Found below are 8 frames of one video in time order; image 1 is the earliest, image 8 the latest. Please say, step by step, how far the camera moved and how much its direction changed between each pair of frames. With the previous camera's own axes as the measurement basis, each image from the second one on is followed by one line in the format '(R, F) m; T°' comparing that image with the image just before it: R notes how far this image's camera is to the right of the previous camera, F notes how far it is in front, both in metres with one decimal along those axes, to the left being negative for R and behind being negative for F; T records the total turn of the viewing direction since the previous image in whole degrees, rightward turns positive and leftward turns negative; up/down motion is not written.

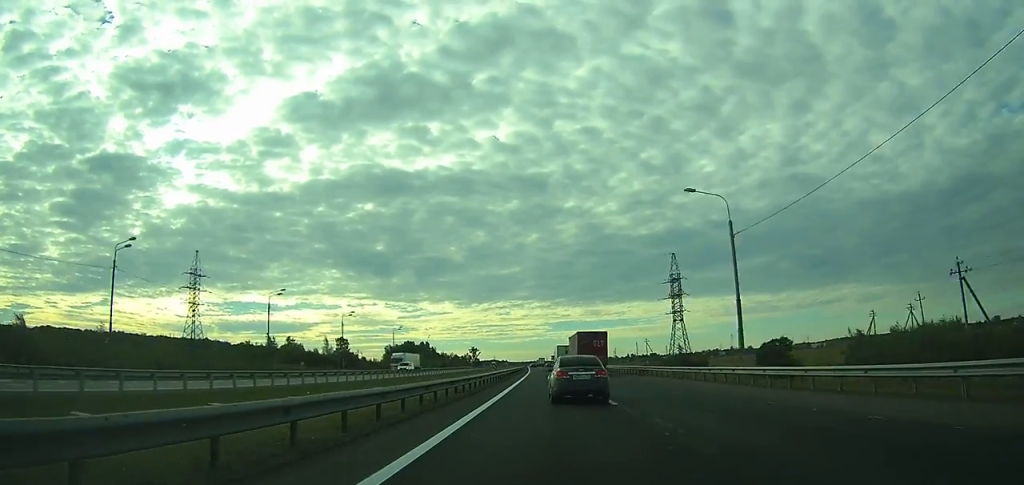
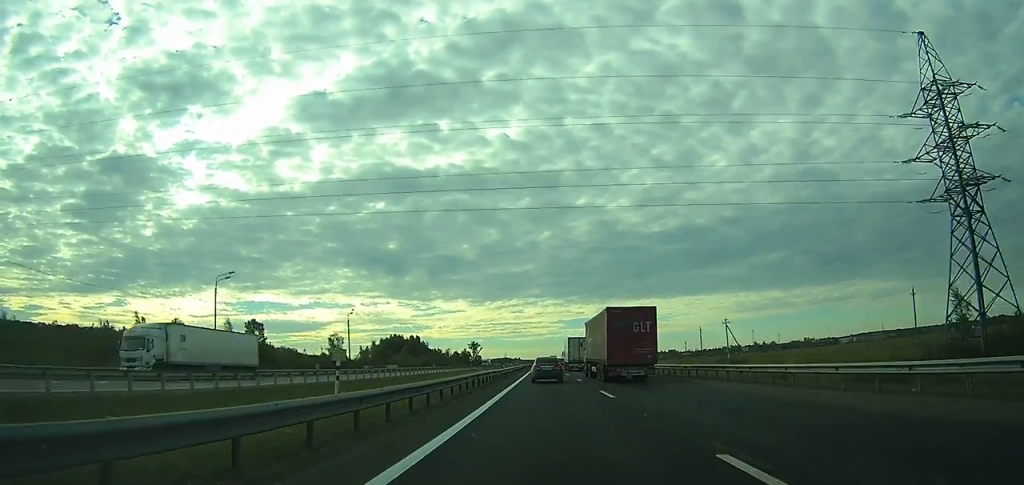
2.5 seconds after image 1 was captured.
(-0.4, +80.8) m; -1°
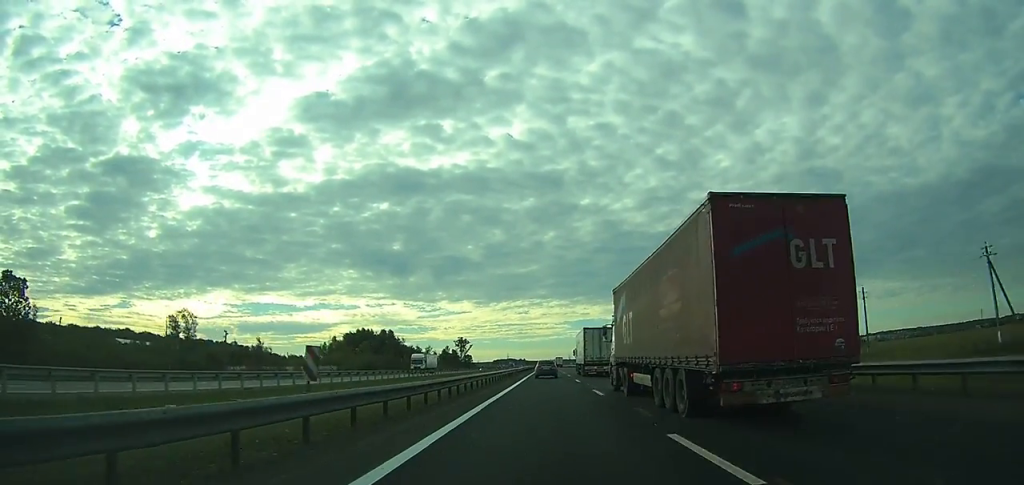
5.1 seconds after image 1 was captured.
(-0.7, +79.9) m; -1°
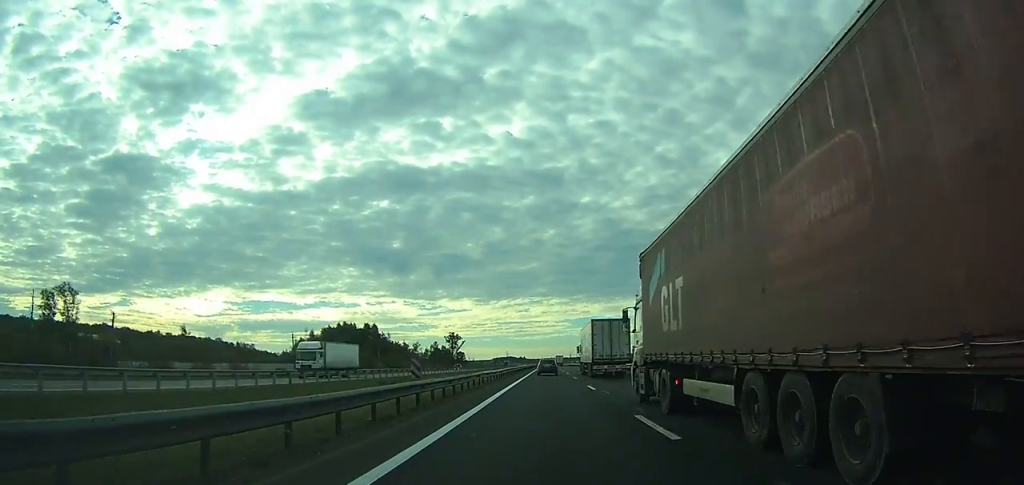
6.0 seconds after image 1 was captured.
(-0.1, +28.7) m; 0°
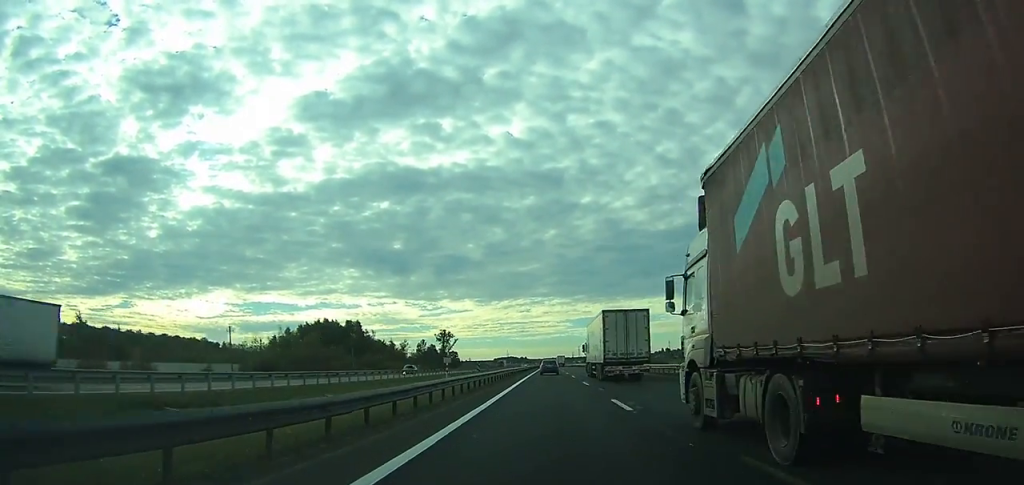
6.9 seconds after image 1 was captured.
(0.0, +25.8) m; 0°
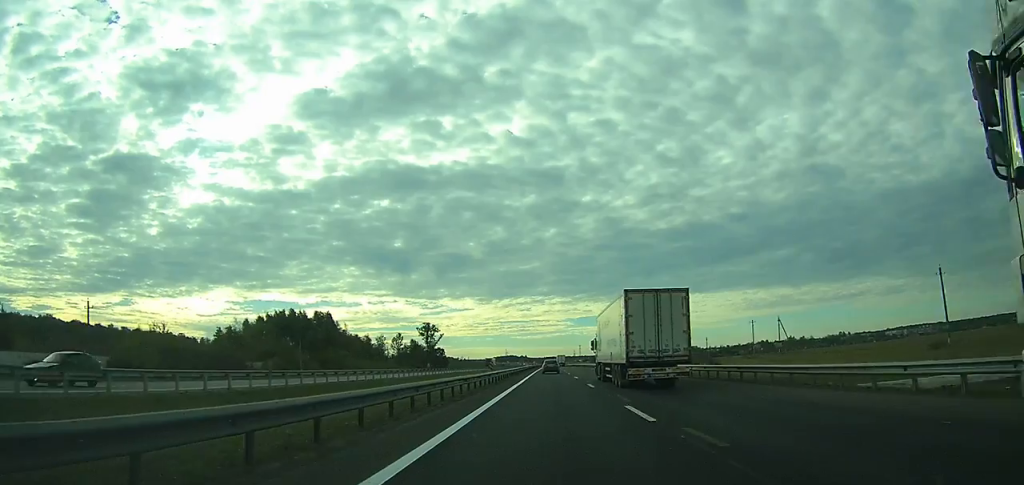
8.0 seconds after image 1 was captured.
(0.0, +33.4) m; 0°
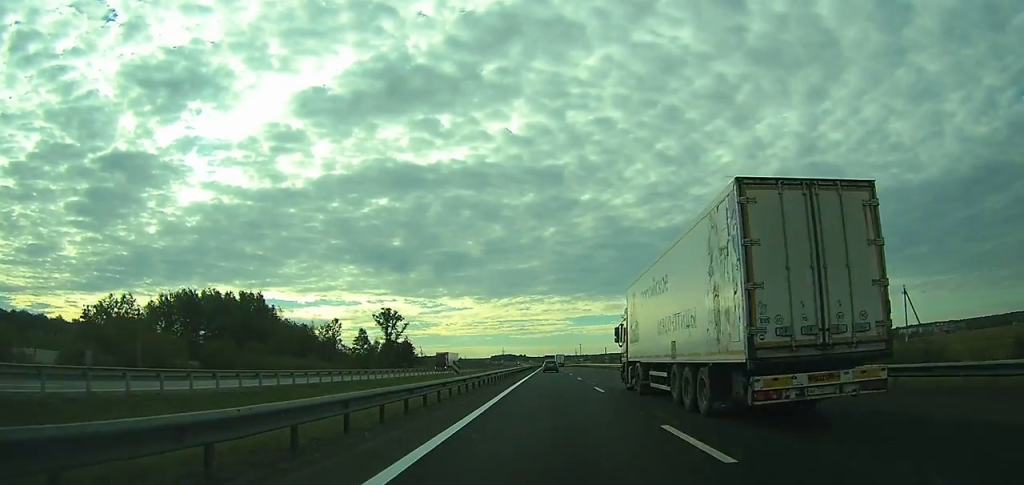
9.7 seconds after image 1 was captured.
(-0.1, +50.8) m; 0°
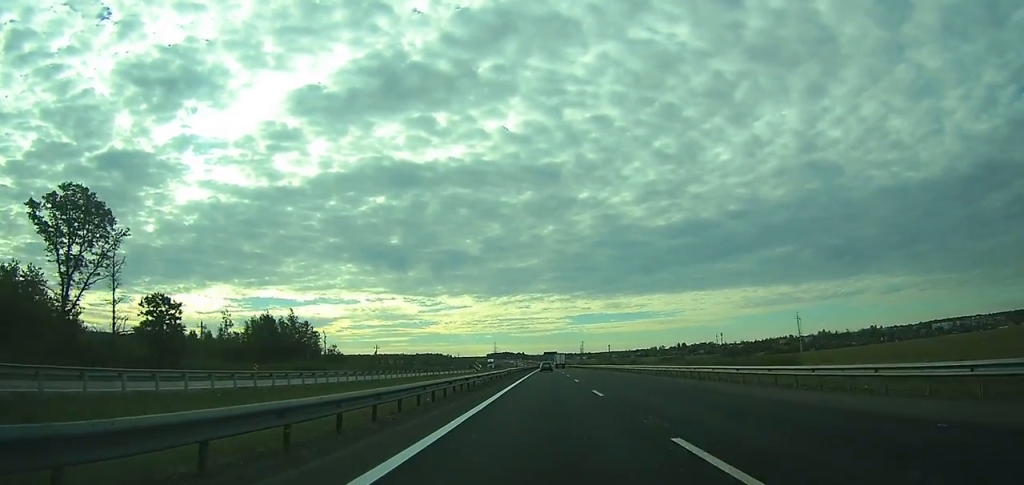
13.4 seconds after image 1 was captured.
(-0.1, +114.5) m; 0°
